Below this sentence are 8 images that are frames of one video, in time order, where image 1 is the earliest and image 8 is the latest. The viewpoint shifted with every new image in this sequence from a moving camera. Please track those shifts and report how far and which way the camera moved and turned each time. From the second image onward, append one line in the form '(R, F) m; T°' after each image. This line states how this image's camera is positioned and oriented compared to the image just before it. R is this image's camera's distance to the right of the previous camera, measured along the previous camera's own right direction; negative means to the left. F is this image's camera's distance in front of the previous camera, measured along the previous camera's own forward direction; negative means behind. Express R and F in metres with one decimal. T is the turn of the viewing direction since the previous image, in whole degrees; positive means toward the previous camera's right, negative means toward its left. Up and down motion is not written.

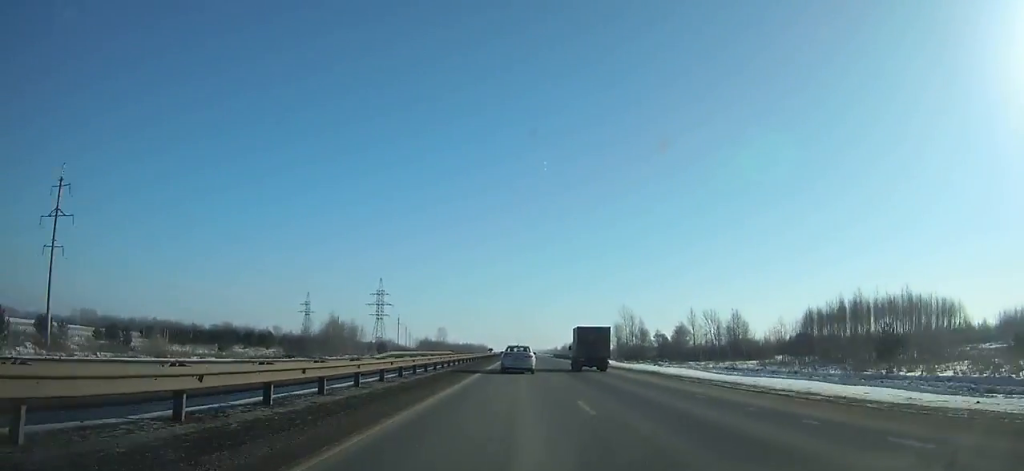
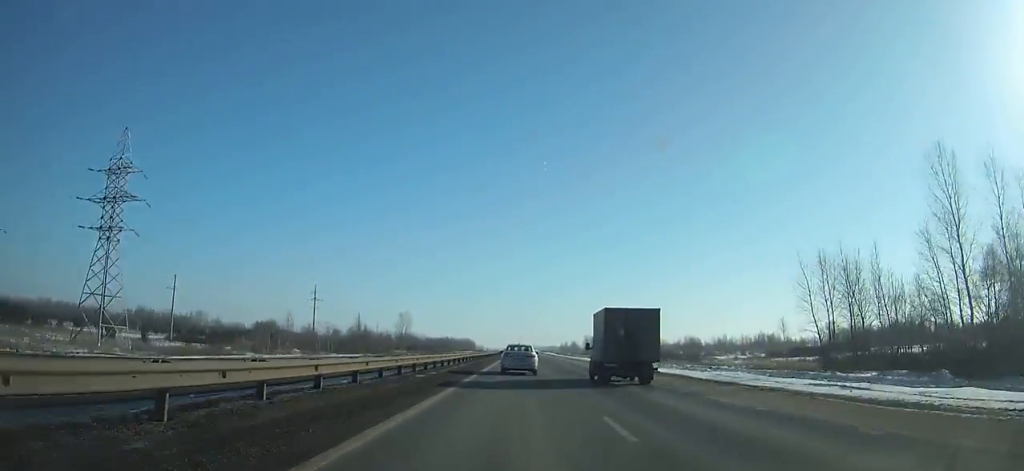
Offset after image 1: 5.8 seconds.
(+0.3, +158.4) m; 0°
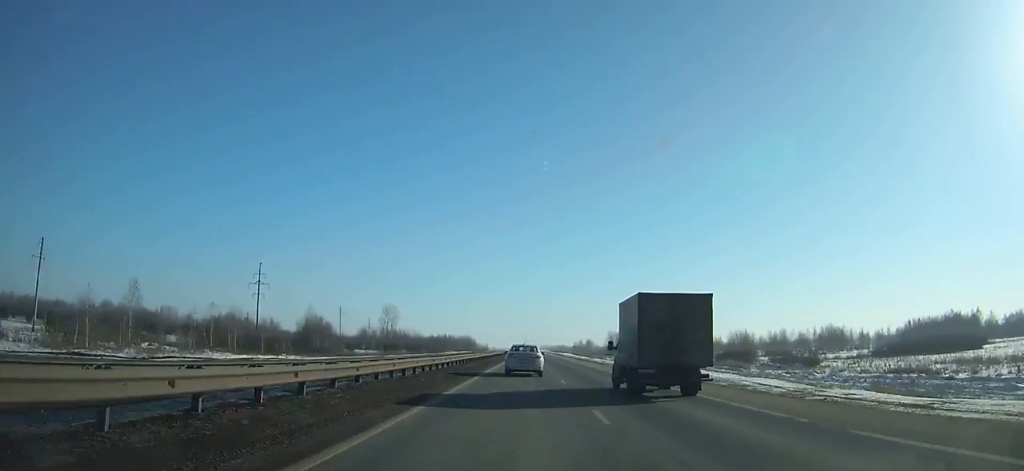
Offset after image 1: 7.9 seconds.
(0.0, +57.3) m; 0°
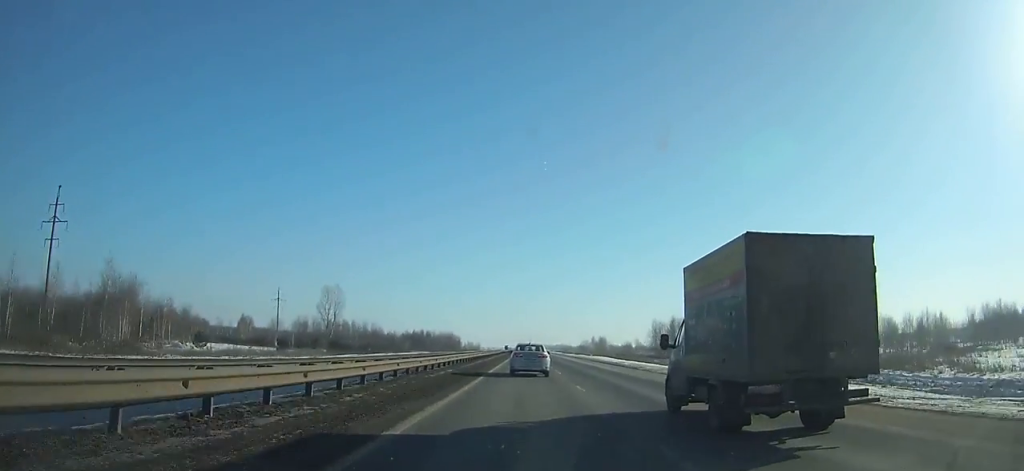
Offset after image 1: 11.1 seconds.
(-0.2, +87.2) m; 0°
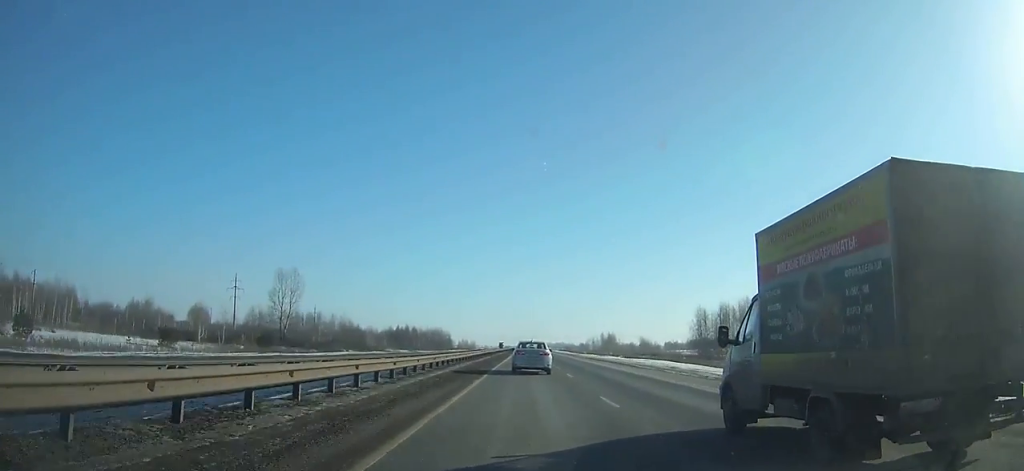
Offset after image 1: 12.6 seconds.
(0.0, +40.8) m; 0°
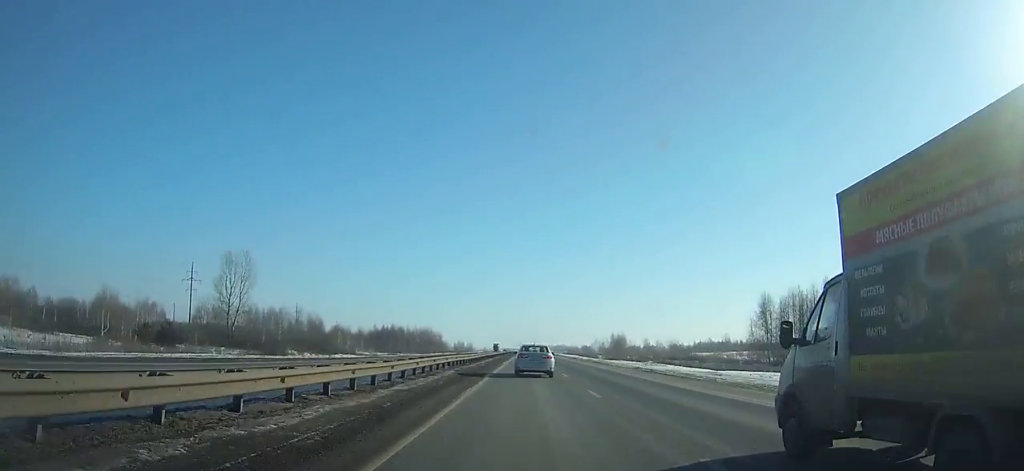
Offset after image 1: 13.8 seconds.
(0.0, +32.5) m; 0°
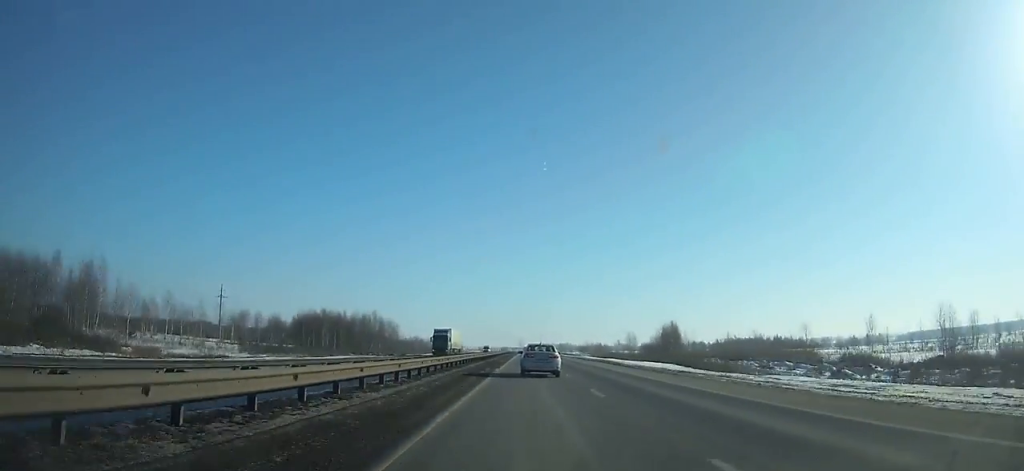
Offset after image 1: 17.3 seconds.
(+0.1, +94.6) m; 0°
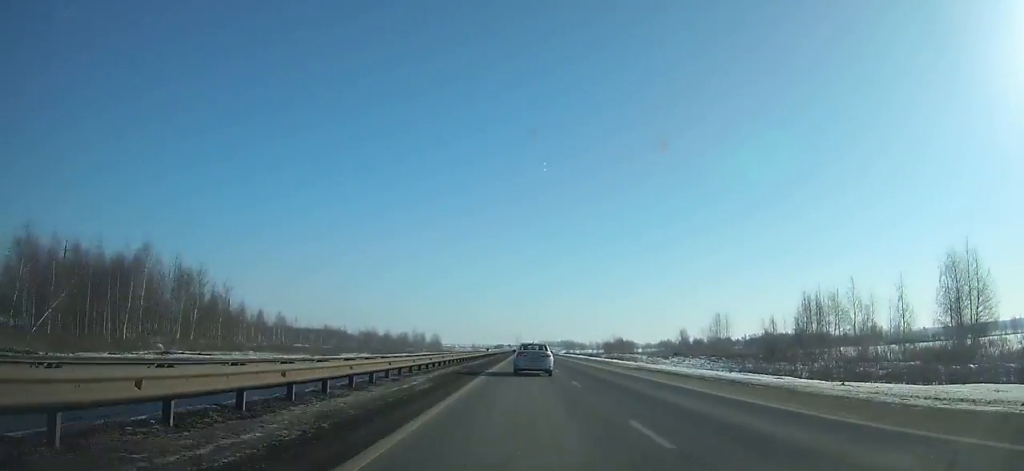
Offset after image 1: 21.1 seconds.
(0.0, +101.7) m; 0°
